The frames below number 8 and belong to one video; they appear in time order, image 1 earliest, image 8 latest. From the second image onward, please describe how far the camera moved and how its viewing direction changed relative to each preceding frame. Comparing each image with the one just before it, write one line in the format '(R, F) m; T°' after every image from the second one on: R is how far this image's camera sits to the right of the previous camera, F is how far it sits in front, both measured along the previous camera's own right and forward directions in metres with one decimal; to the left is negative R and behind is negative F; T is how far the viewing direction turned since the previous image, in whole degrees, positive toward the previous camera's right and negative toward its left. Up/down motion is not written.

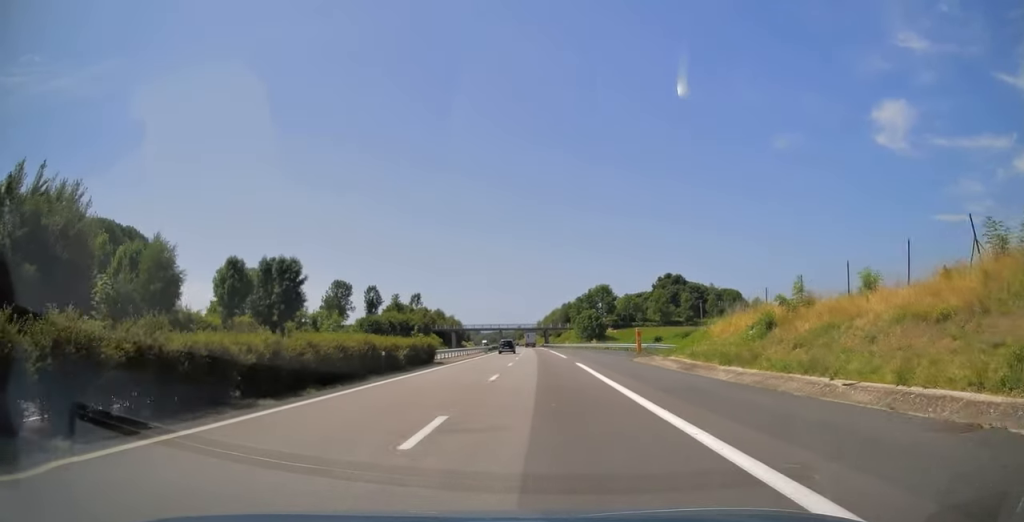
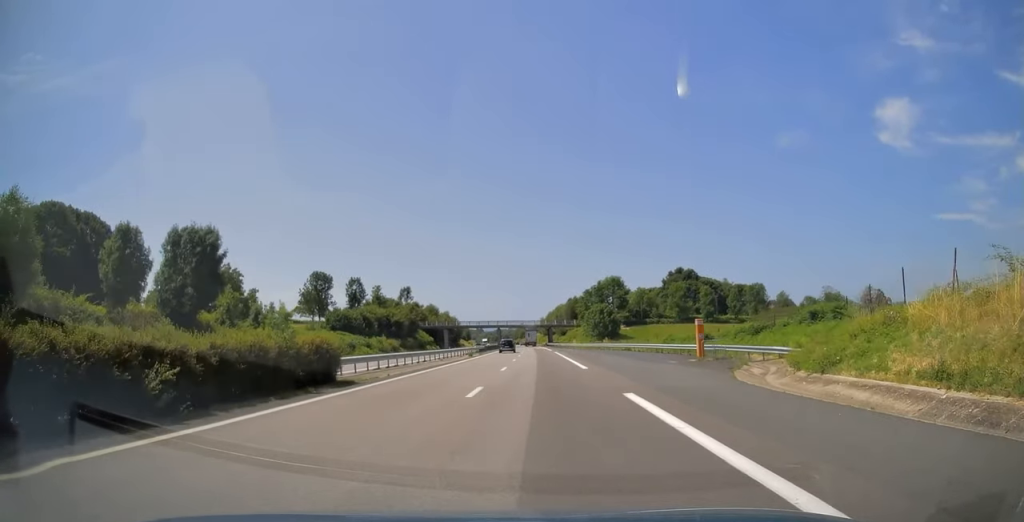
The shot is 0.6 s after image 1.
(-0.1, +19.1) m; -1°
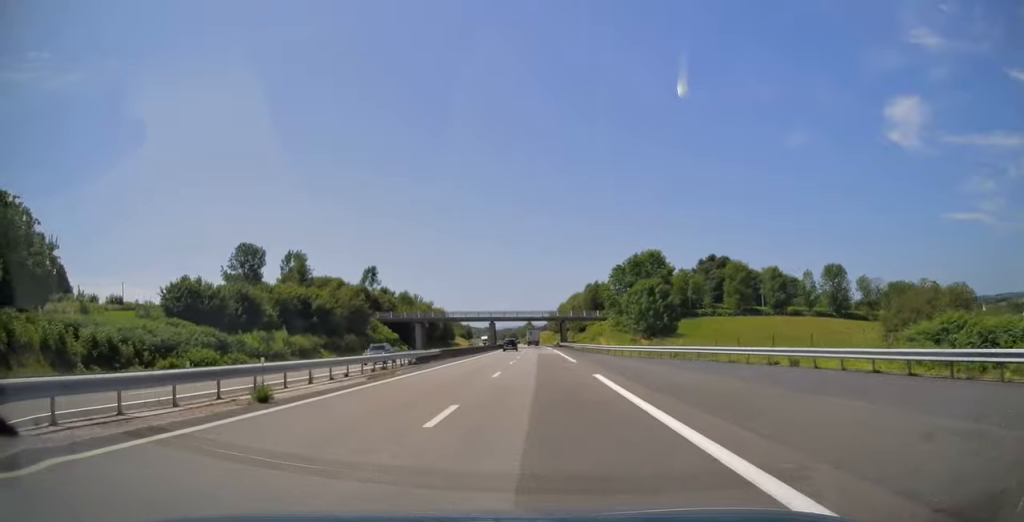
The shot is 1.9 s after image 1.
(-0.3, +44.2) m; -1°
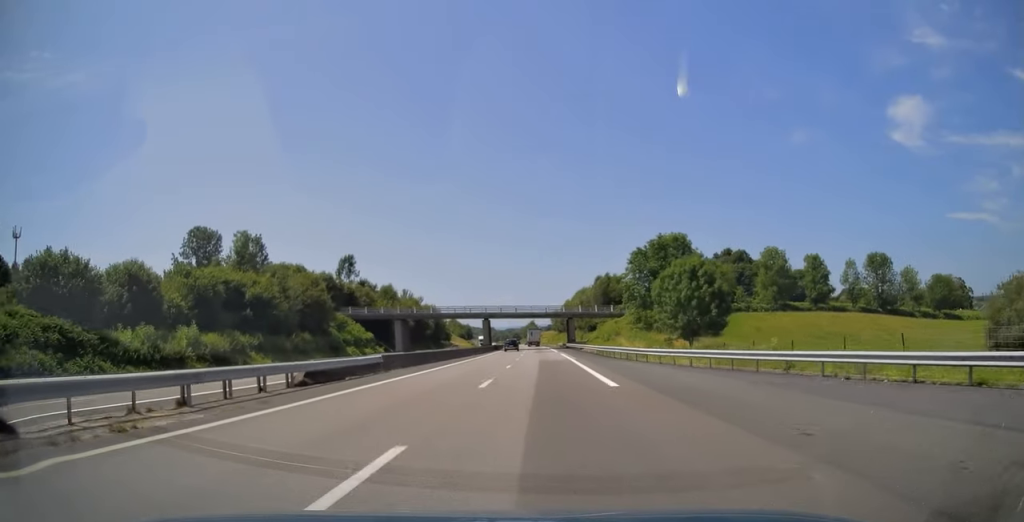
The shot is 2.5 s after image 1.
(0.0, +18.0) m; 0°
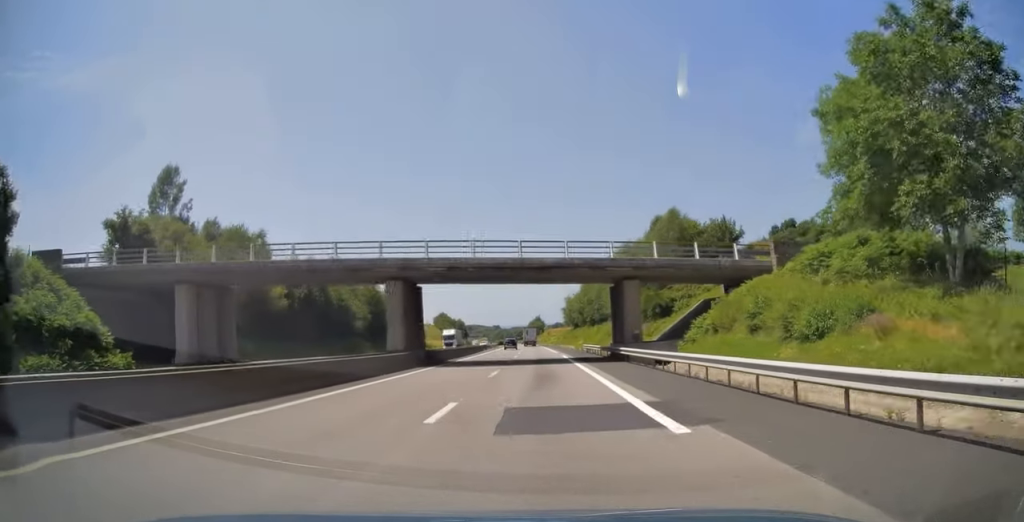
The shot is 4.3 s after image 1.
(-0.7, +59.9) m; 0°
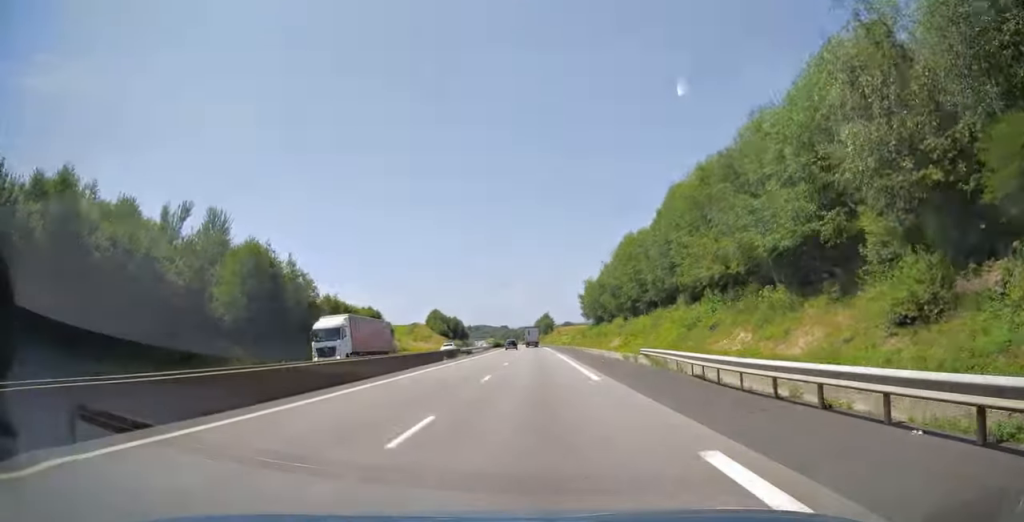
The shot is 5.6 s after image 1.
(-0.2, +41.2) m; -1°
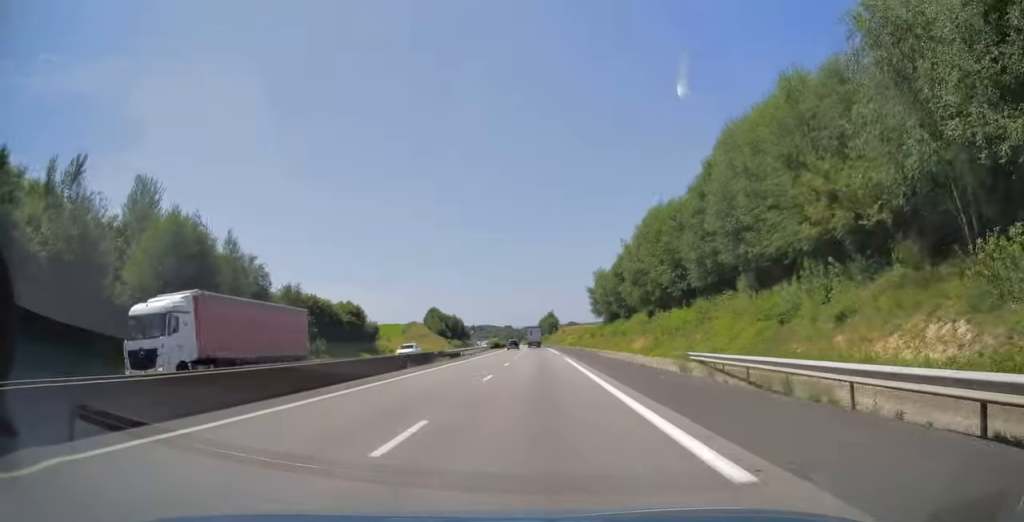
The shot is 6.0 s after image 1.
(-0.2, +13.6) m; 0°
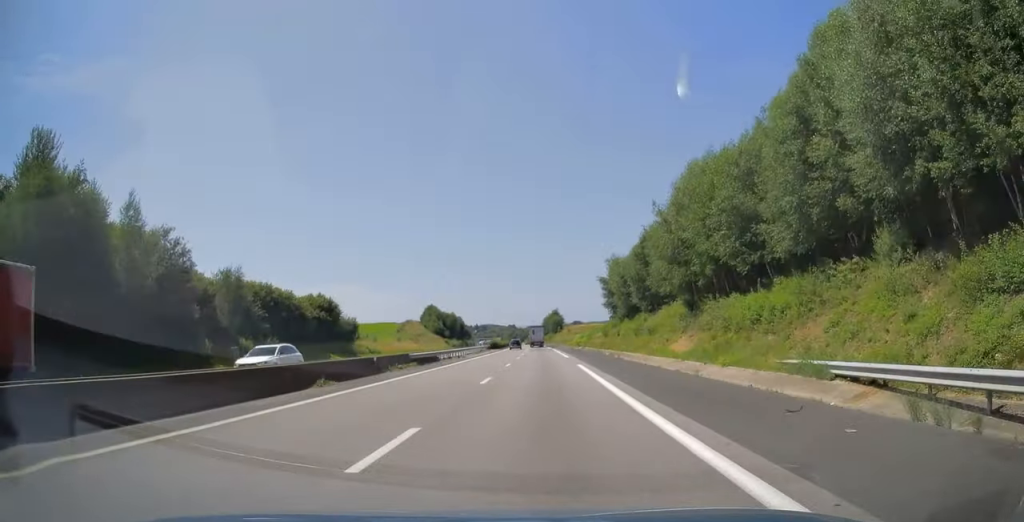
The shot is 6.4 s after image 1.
(-0.1, +14.1) m; 0°
